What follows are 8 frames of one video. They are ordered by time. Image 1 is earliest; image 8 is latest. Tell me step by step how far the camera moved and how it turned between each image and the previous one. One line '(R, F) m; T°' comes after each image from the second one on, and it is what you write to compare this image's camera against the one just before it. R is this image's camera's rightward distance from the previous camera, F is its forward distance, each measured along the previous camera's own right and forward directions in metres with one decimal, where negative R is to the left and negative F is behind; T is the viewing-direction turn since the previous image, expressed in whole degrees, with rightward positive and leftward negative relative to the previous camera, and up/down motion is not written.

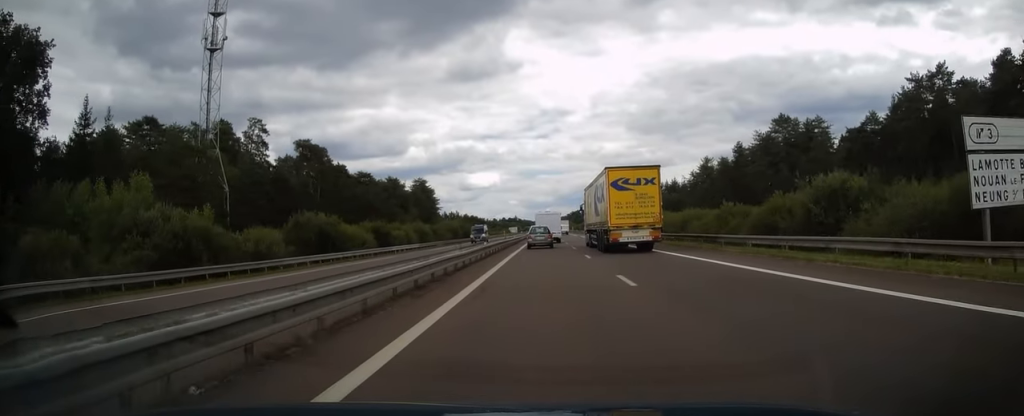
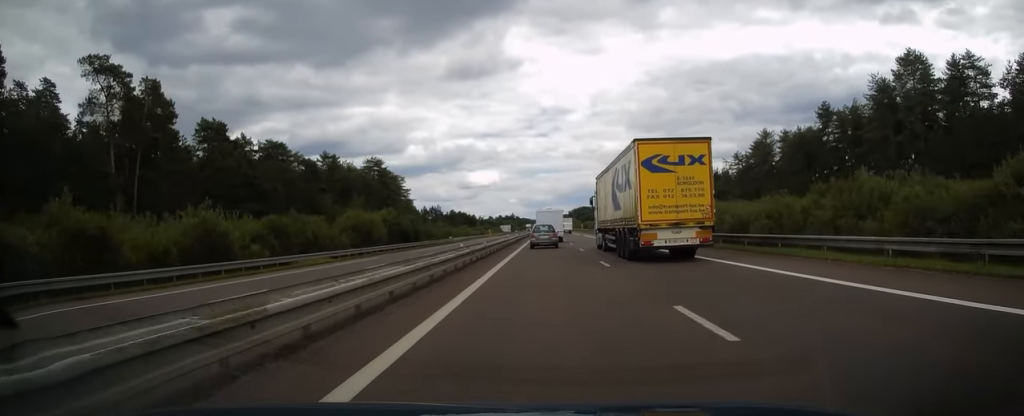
(+0.4, +58.6) m; 0°
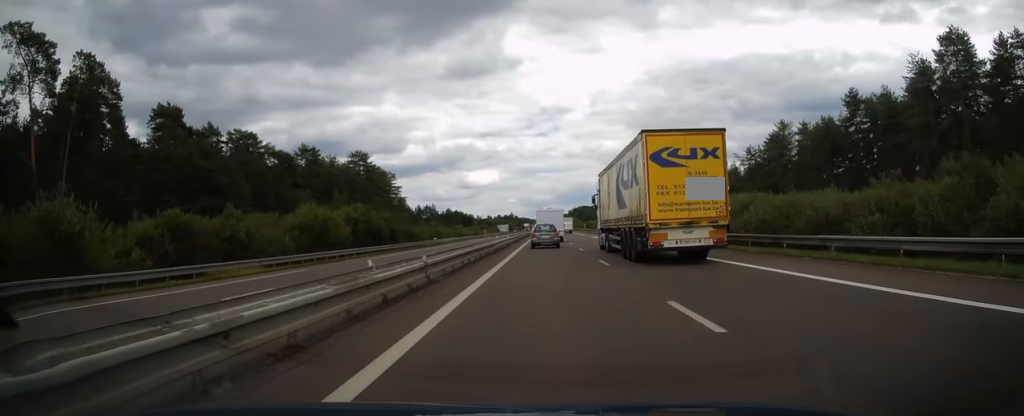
(0.0, +12.7) m; 0°
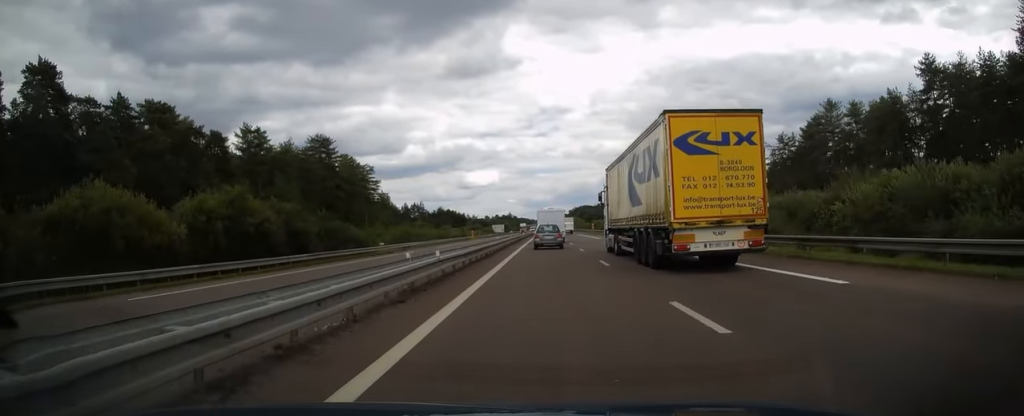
(-0.1, +26.6) m; 0°
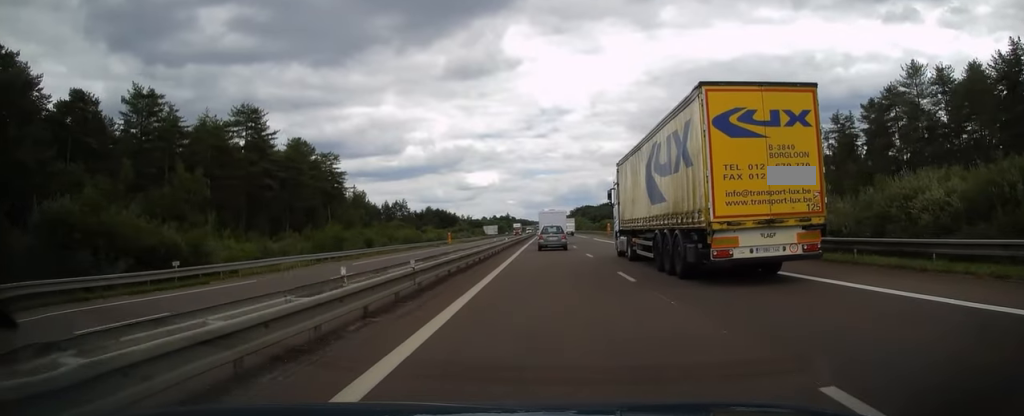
(0.0, +32.6) m; 0°
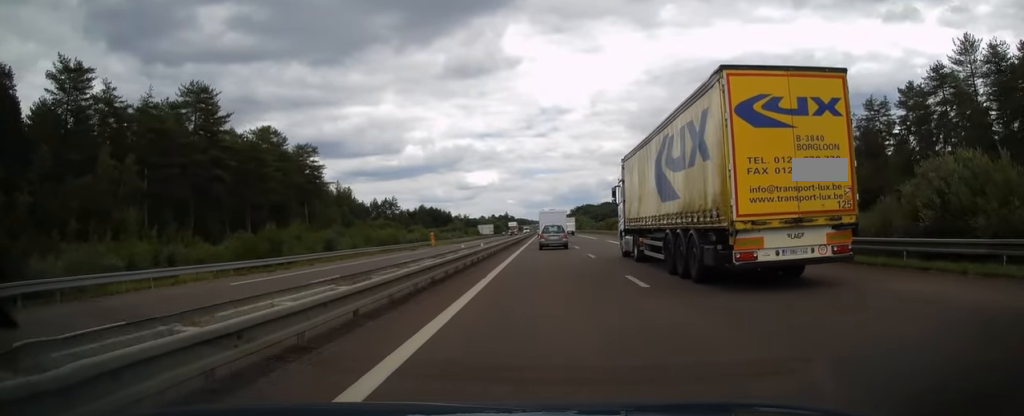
(0.0, +14.9) m; 0°
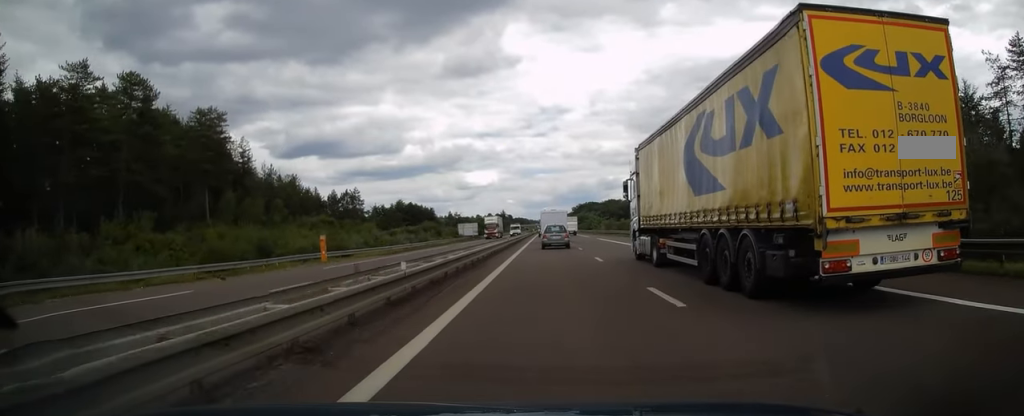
(0.0, +42.4) m; 0°
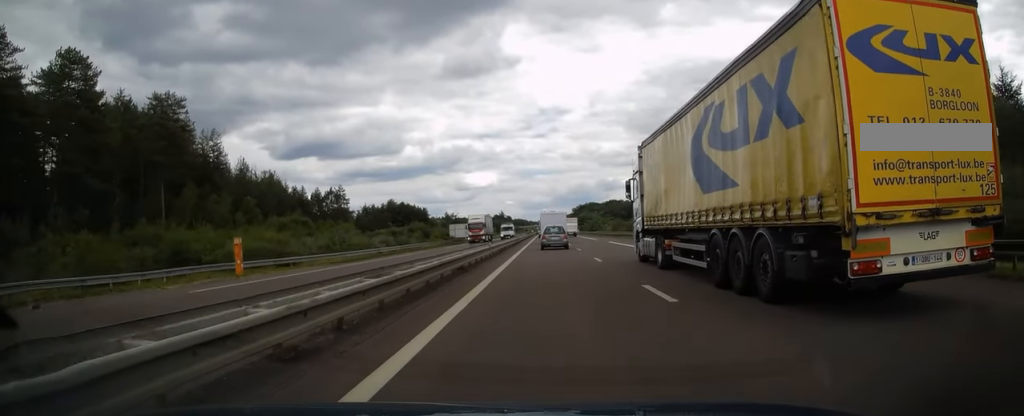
(-0.1, +12.5) m; 0°
